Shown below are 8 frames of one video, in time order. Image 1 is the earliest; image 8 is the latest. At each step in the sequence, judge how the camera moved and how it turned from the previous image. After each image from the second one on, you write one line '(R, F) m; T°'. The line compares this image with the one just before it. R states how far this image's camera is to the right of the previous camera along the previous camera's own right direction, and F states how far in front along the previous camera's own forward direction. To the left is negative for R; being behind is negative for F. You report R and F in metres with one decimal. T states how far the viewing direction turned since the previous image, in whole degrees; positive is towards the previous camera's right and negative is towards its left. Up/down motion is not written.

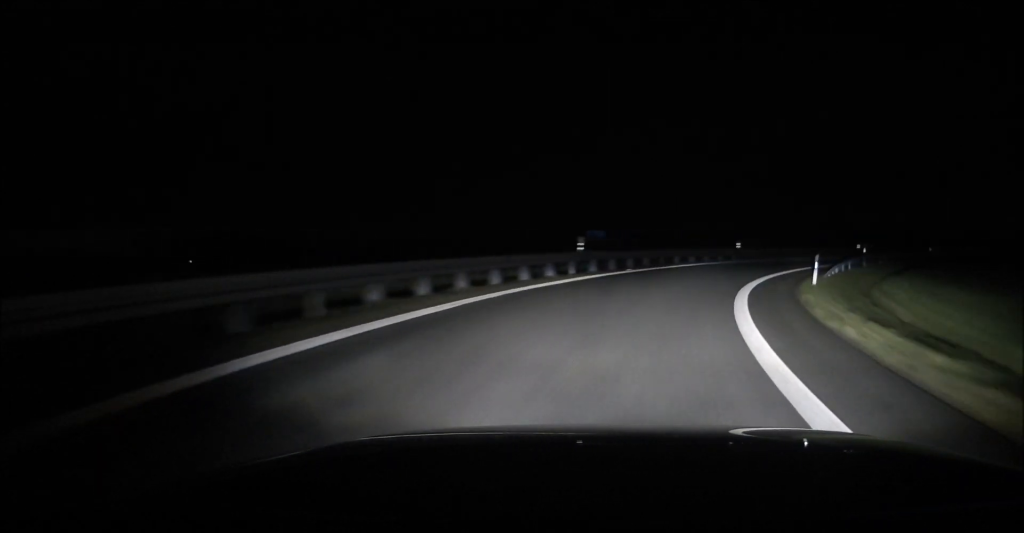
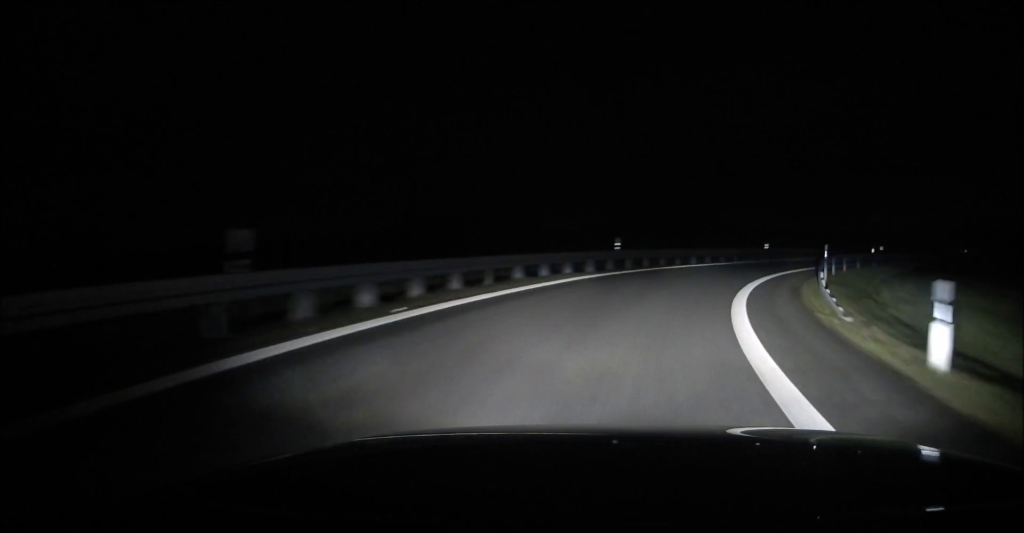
(+2.0, +15.0) m; +14°
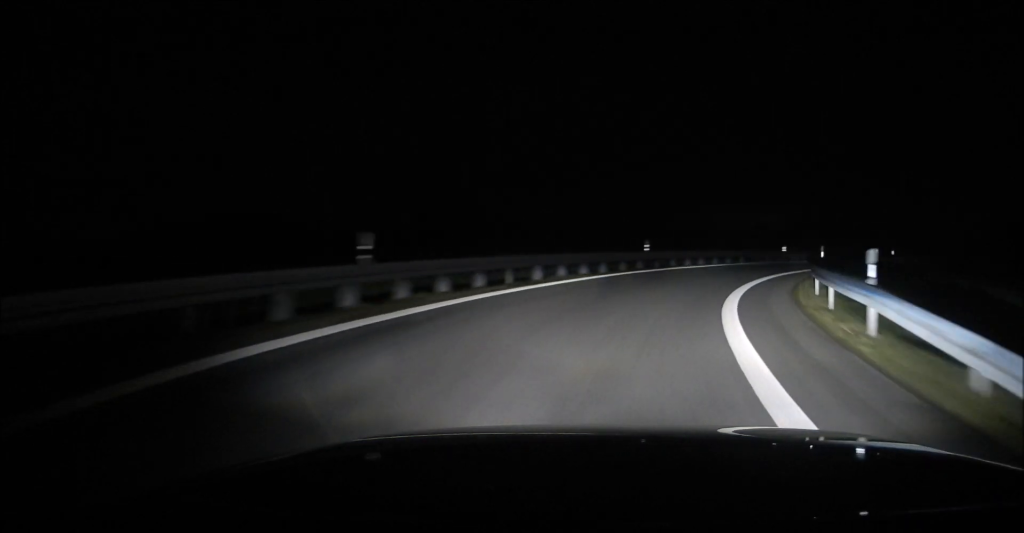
(+1.8, +14.8) m; +14°
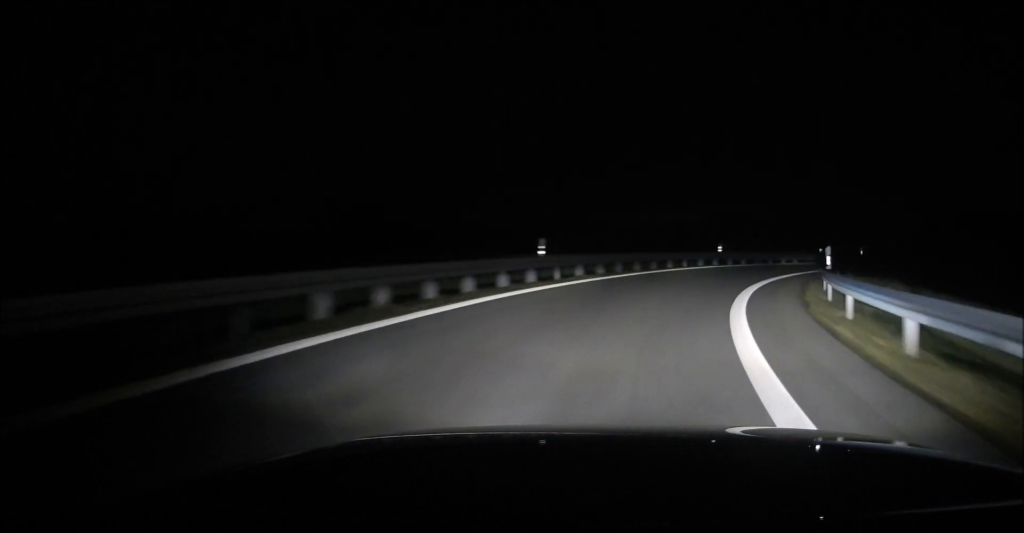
(+0.6, +10.3) m; +9°
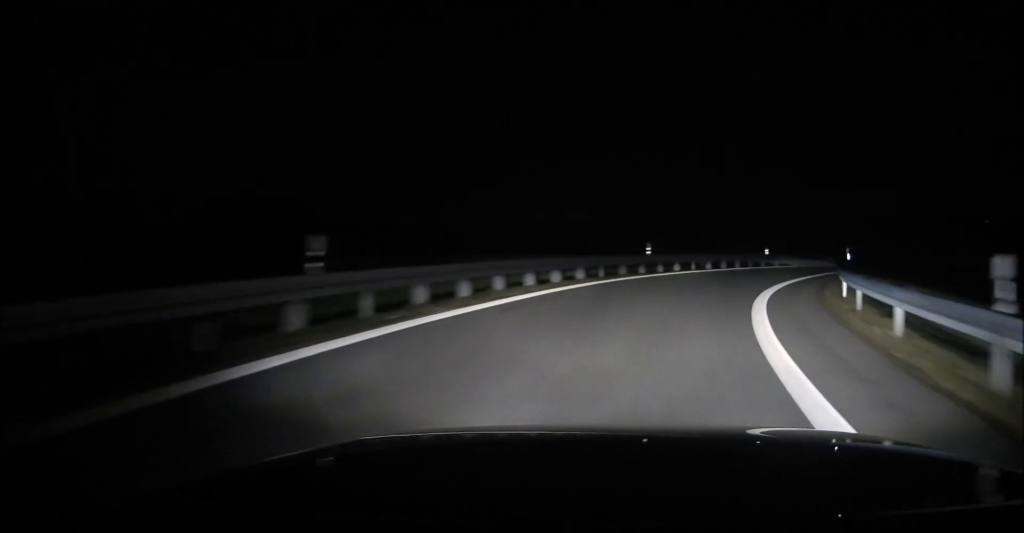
(+1.0, +10.4) m; +8°
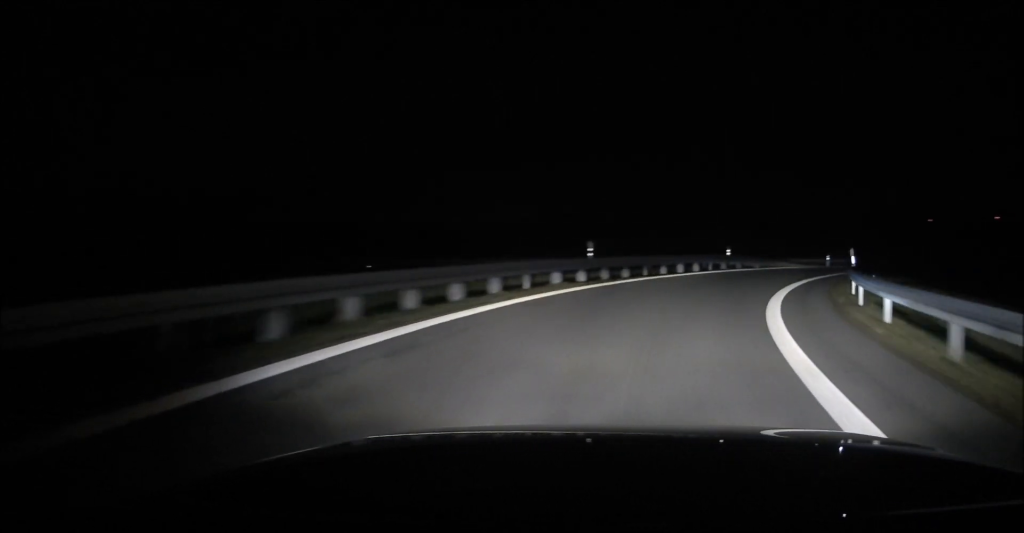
(+0.3, +6.4) m; +5°
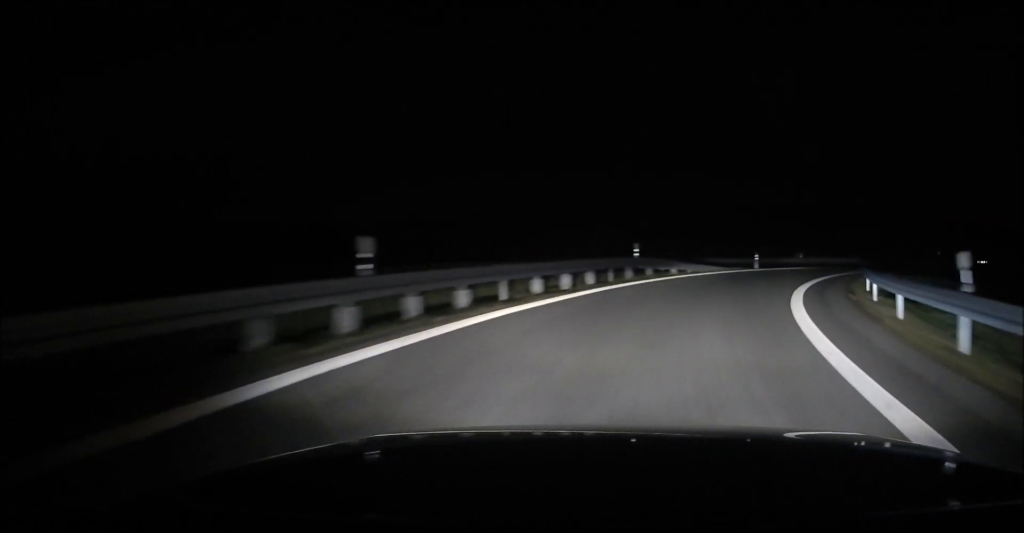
(+0.8, +12.1) m; +9°
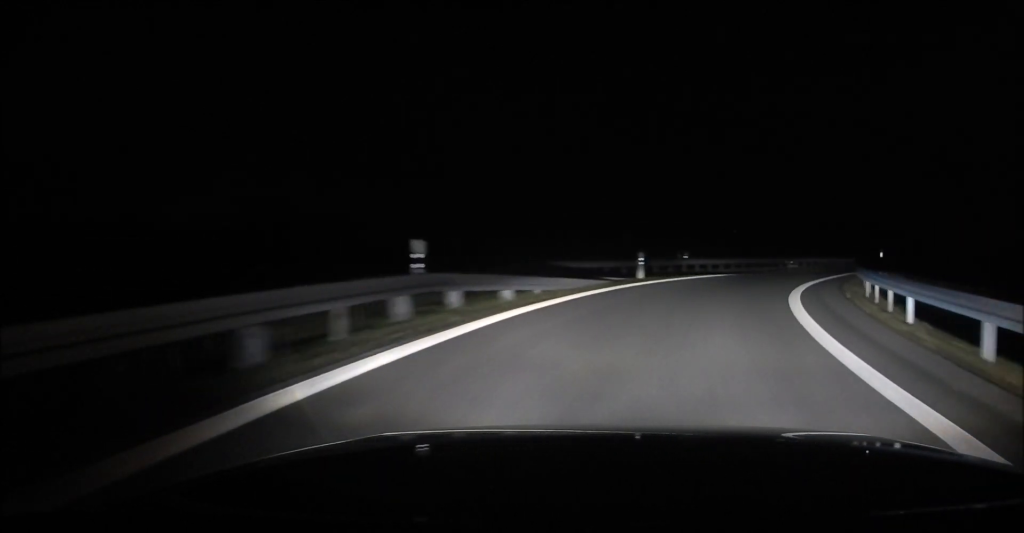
(+1.1, +13.7) m; +11°
